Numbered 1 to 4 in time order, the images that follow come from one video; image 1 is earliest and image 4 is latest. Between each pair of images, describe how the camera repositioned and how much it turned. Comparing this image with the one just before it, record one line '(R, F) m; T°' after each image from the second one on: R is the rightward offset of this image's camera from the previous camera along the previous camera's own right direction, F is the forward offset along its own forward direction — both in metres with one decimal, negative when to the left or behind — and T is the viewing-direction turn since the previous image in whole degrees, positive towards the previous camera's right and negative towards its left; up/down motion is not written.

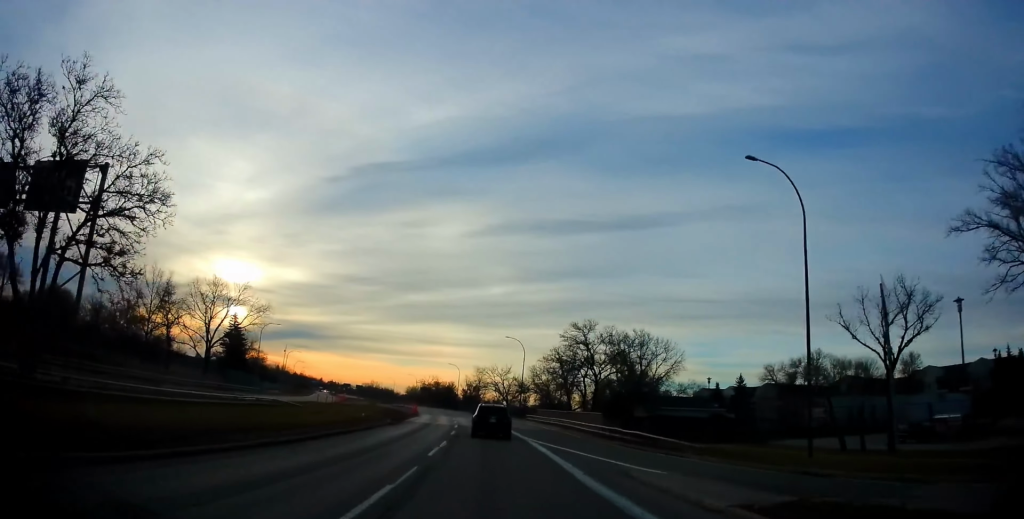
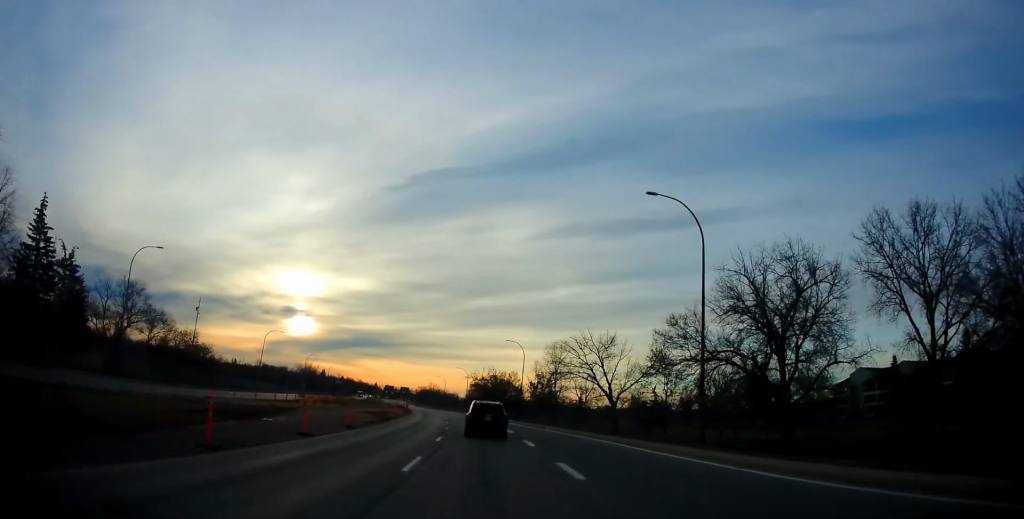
(-3.9, +61.5) m; -7°
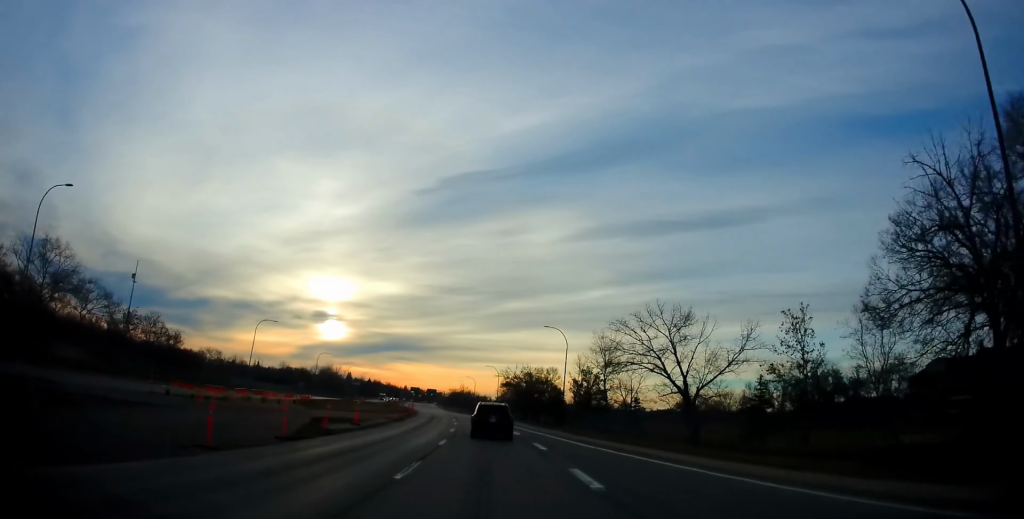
(-0.4, +19.5) m; -2°
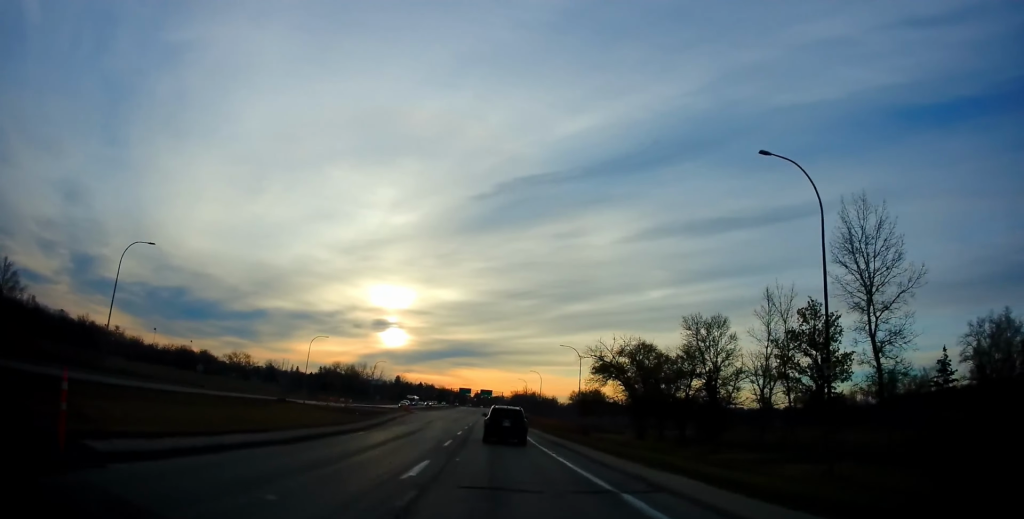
(-3.6, +54.1) m; -8°
